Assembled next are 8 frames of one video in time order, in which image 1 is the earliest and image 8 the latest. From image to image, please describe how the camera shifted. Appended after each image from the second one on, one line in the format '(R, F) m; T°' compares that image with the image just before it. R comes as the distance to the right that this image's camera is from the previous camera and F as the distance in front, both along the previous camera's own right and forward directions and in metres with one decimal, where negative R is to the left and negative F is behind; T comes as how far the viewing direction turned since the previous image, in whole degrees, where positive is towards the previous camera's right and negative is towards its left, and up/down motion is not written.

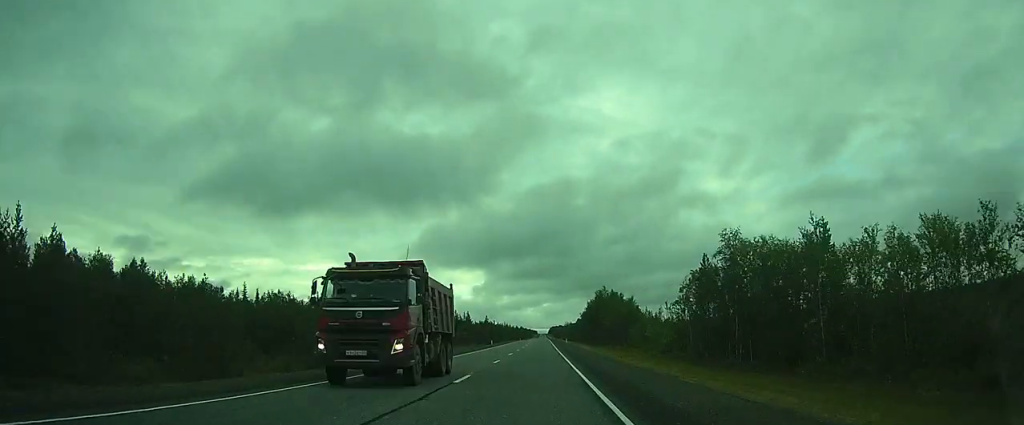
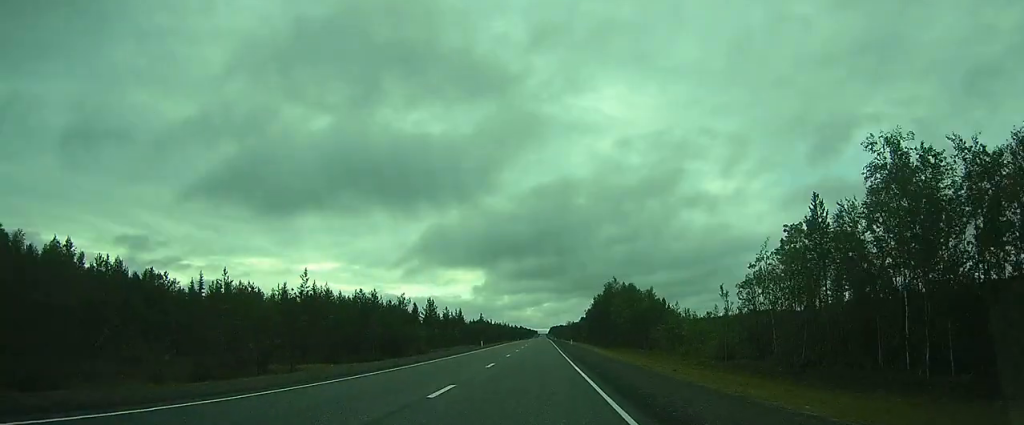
(0.0, +15.5) m; 0°
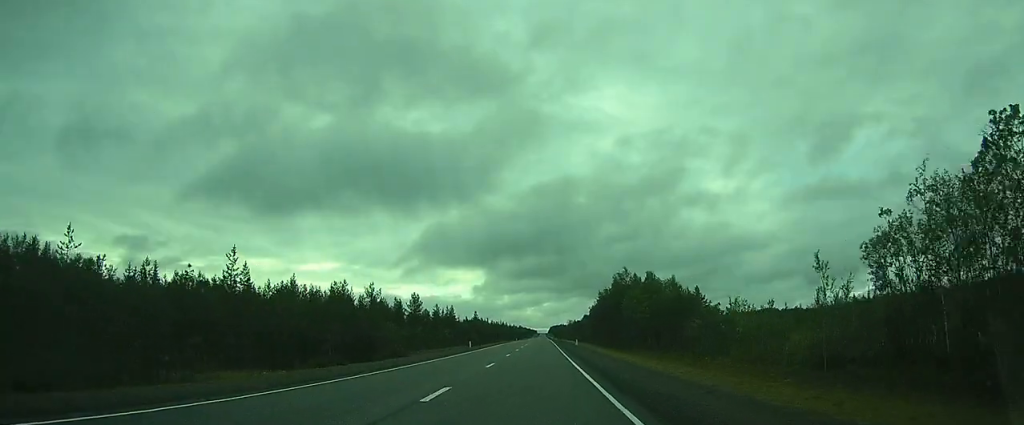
(0.0, +12.6) m; 0°
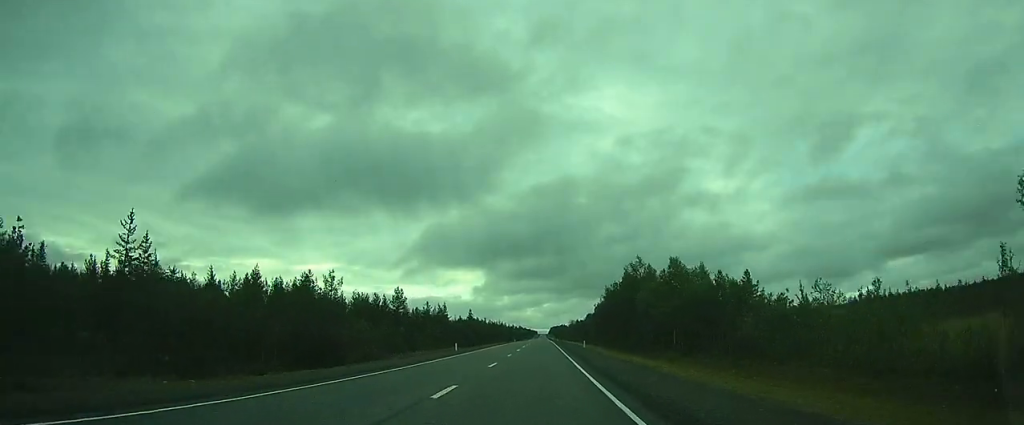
(0.0, +11.1) m; 0°
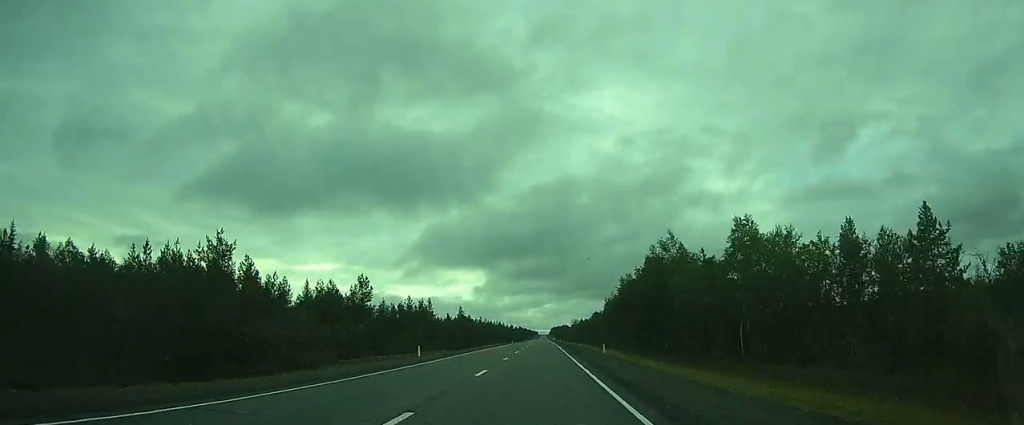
(0.0, +16.9) m; 0°
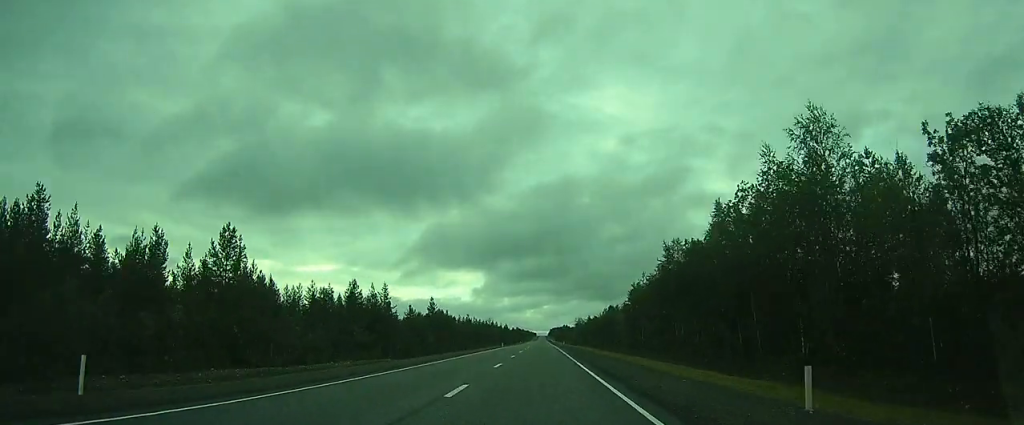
(0.0, +28.8) m; 0°
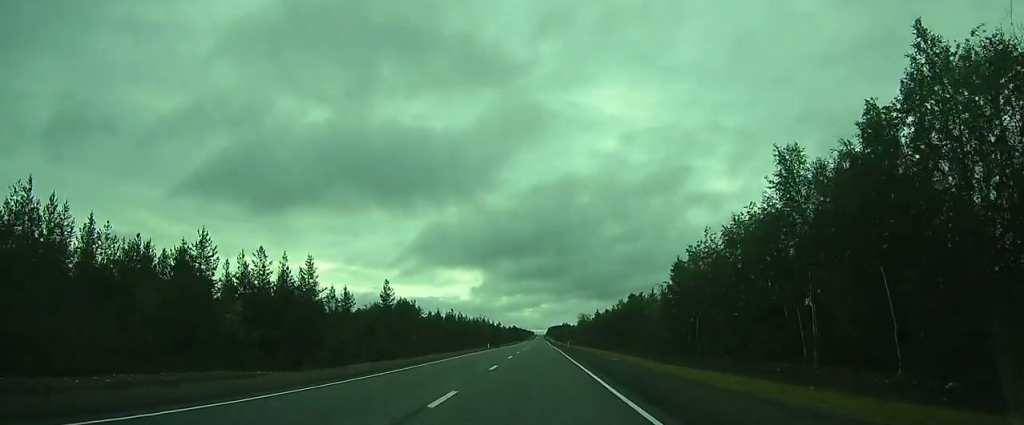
(+0.1, +23.3) m; 0°
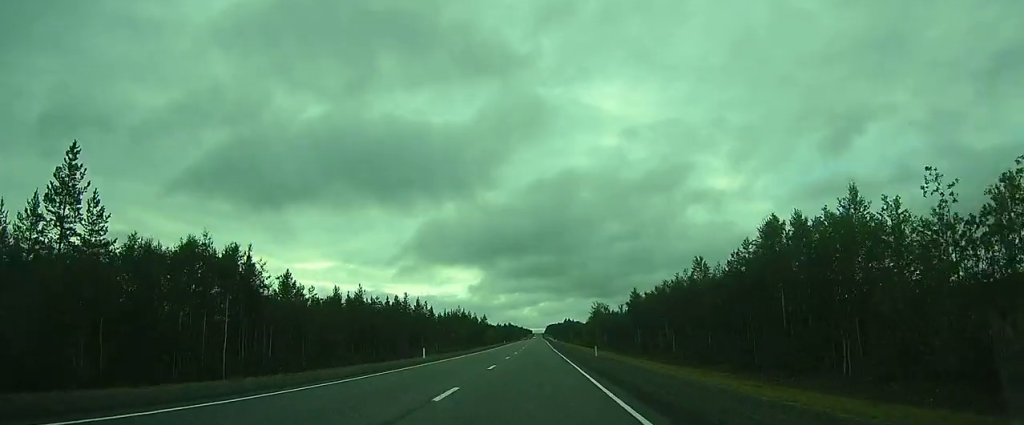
(0.0, +40.4) m; 0°
